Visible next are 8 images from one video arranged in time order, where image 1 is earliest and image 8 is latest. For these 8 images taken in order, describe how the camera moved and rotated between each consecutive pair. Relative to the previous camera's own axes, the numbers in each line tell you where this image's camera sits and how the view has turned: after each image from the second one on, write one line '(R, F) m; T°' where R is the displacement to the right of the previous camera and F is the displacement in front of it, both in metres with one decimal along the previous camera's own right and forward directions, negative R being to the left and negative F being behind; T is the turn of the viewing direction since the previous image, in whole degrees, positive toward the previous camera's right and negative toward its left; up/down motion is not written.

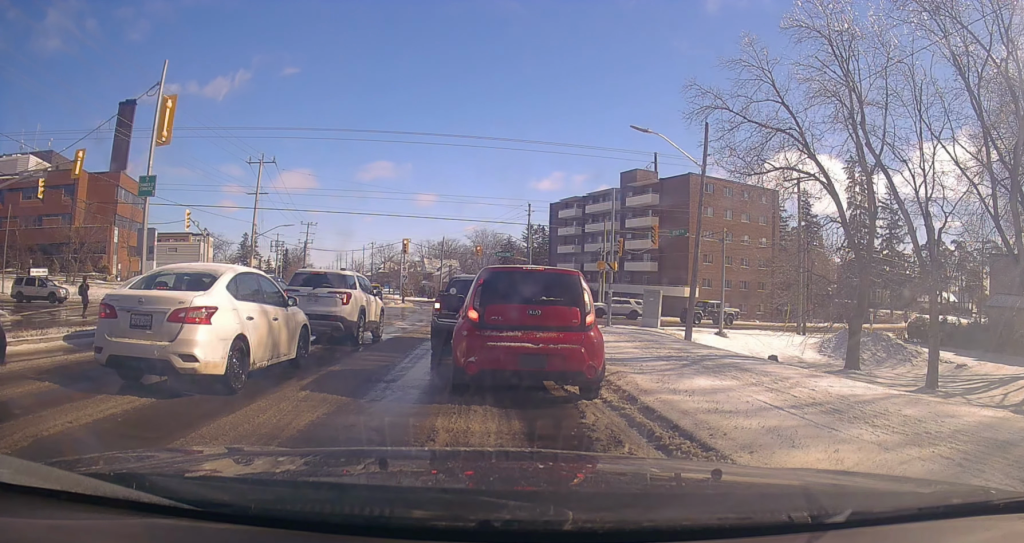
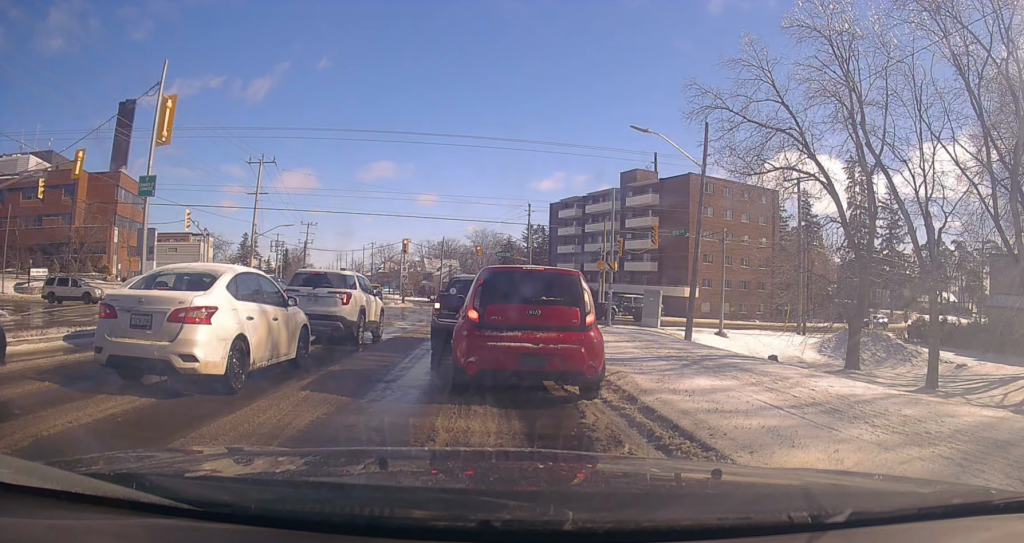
(0.0, 0.0) m; 0°
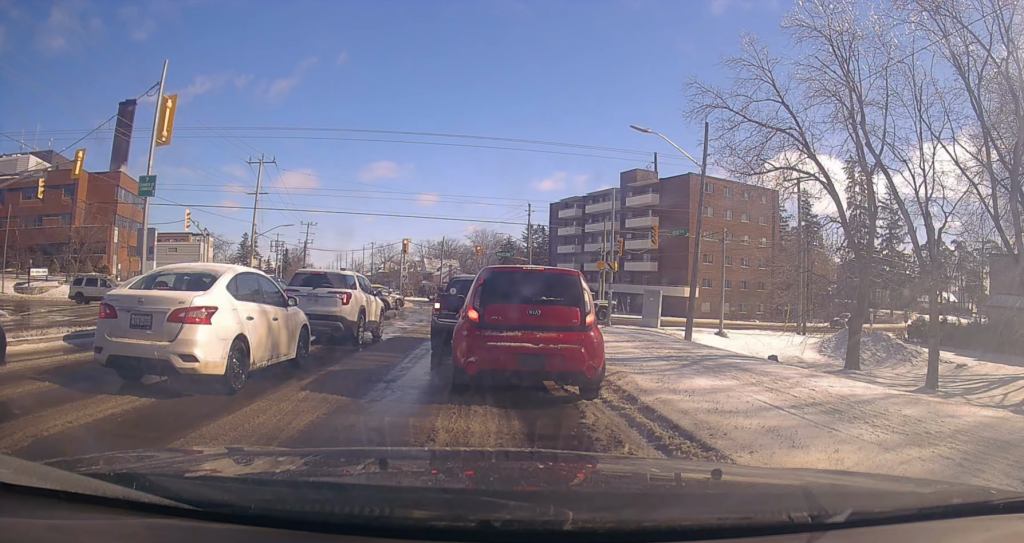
(0.0, 0.0) m; 0°
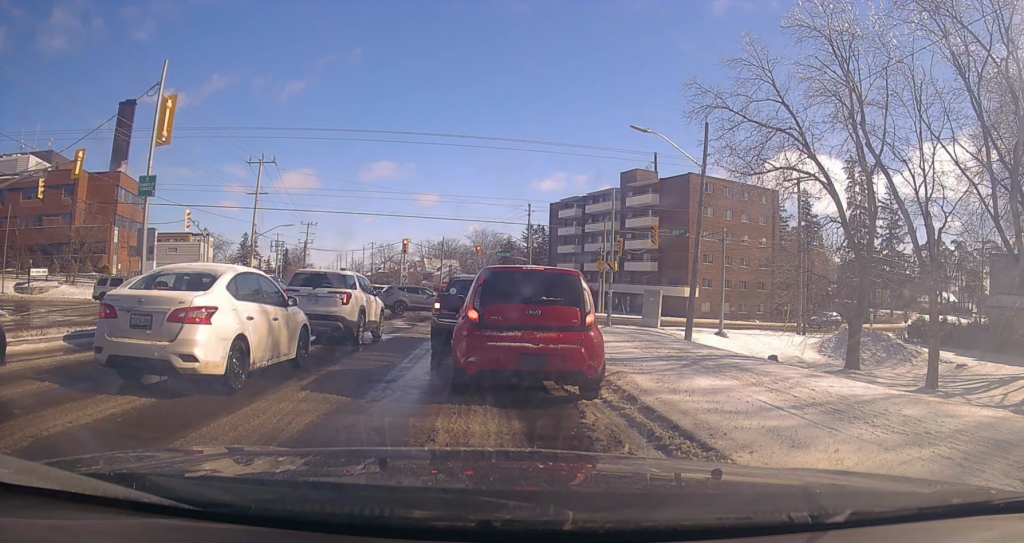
(0.0, 0.0) m; 0°
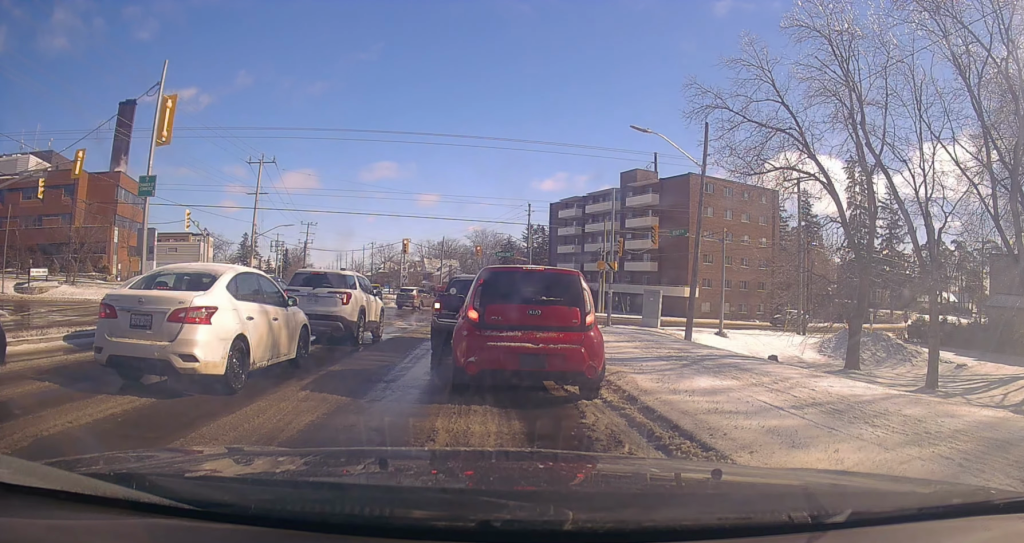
(0.0, 0.0) m; 0°
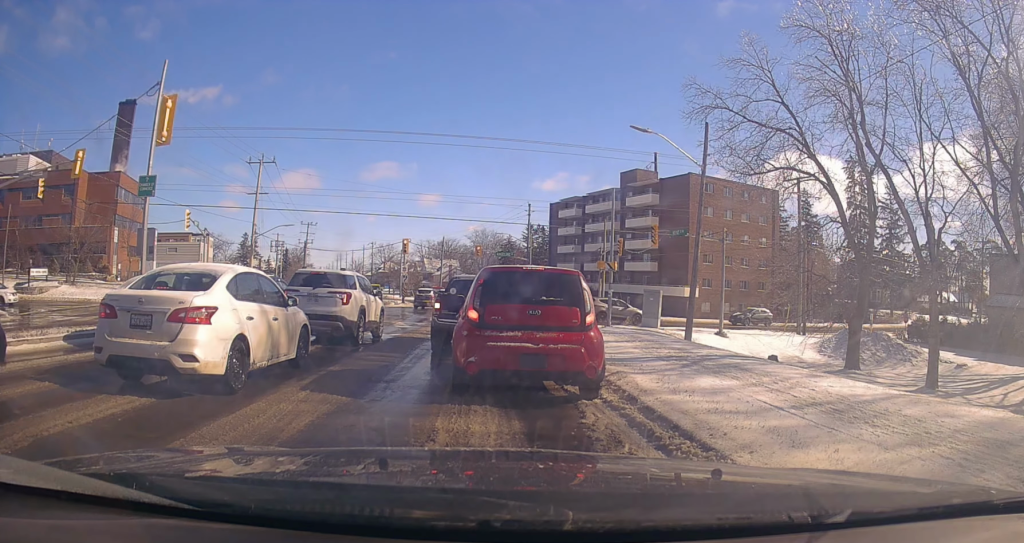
(0.0, 0.0) m; 0°
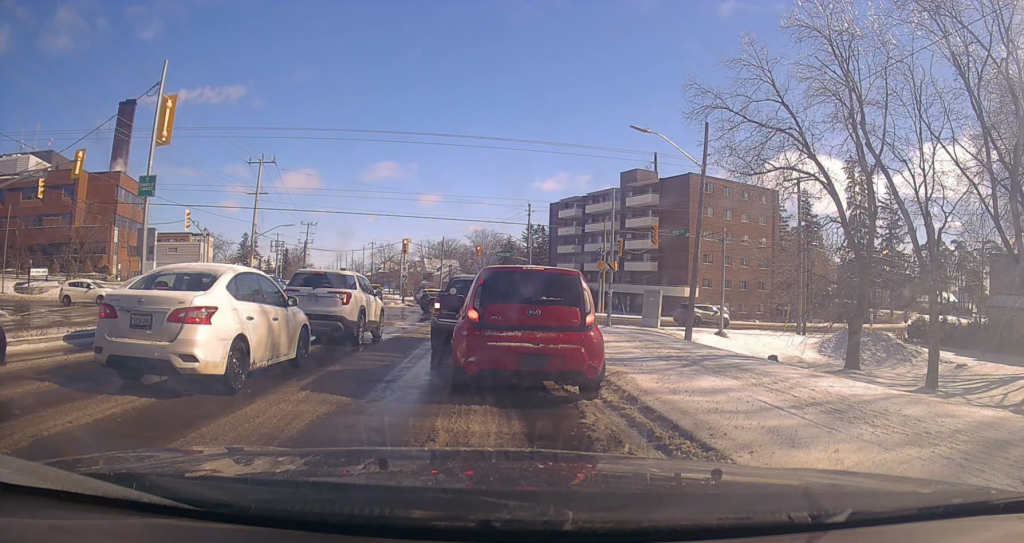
(0.0, 0.0) m; 0°
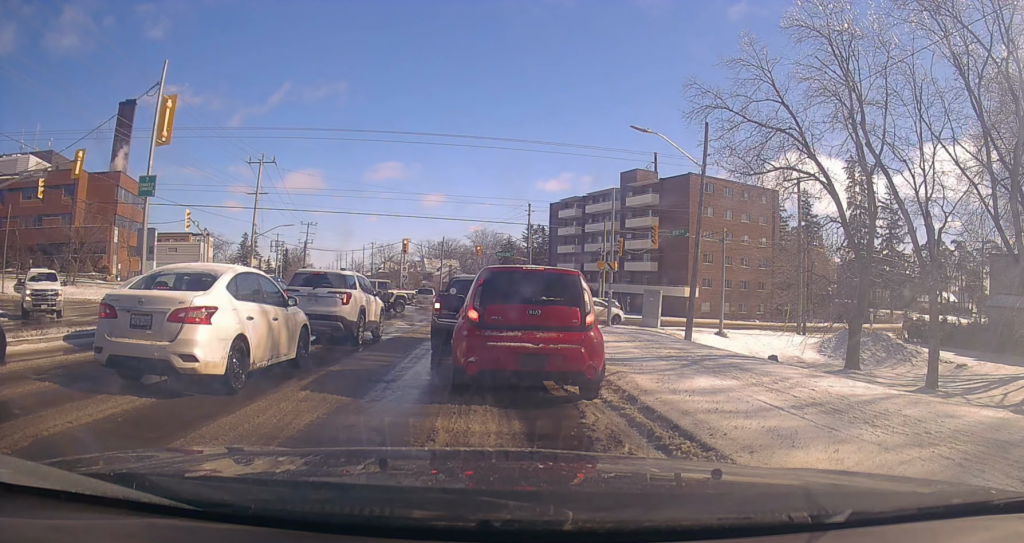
(0.0, 0.0) m; 0°
